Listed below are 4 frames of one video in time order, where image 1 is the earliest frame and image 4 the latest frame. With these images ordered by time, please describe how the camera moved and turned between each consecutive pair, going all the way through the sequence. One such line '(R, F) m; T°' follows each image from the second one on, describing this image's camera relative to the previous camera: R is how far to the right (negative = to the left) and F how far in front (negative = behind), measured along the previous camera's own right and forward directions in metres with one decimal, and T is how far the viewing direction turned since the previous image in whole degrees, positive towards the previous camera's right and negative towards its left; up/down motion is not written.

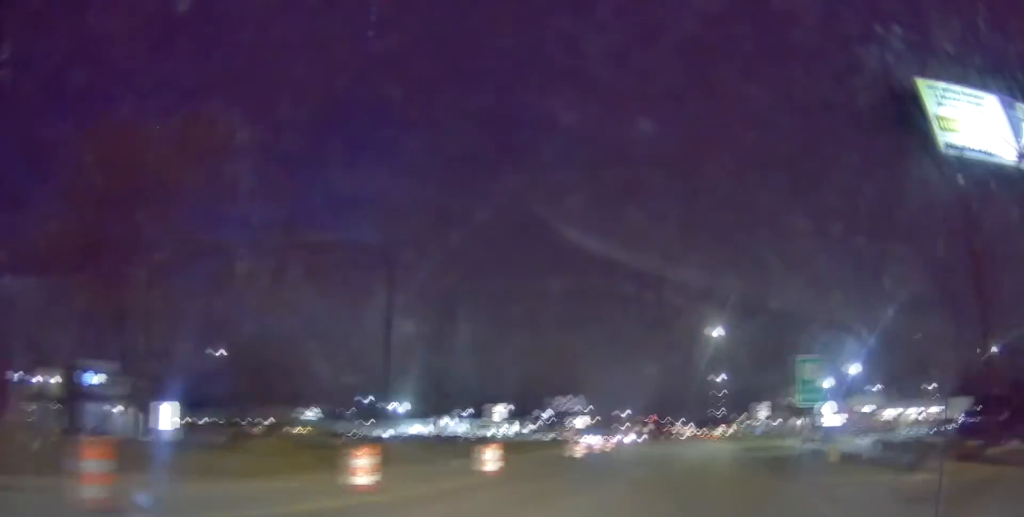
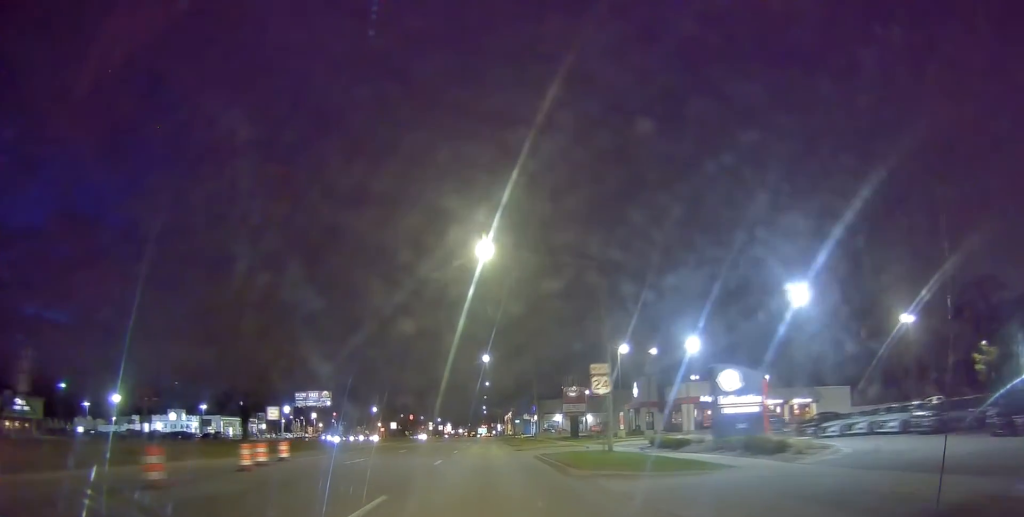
(+3.7, +22.0) m; +12°
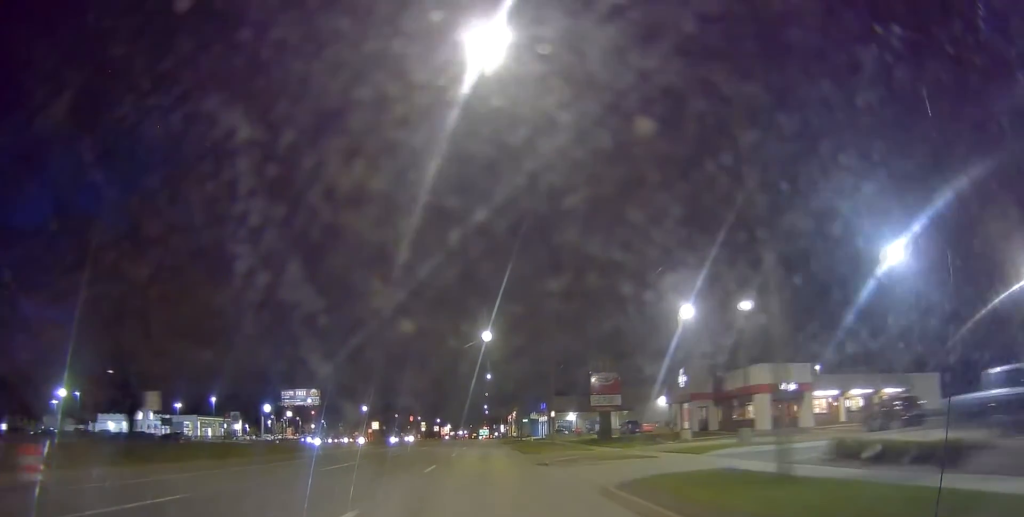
(+0.8, +16.2) m; +4°
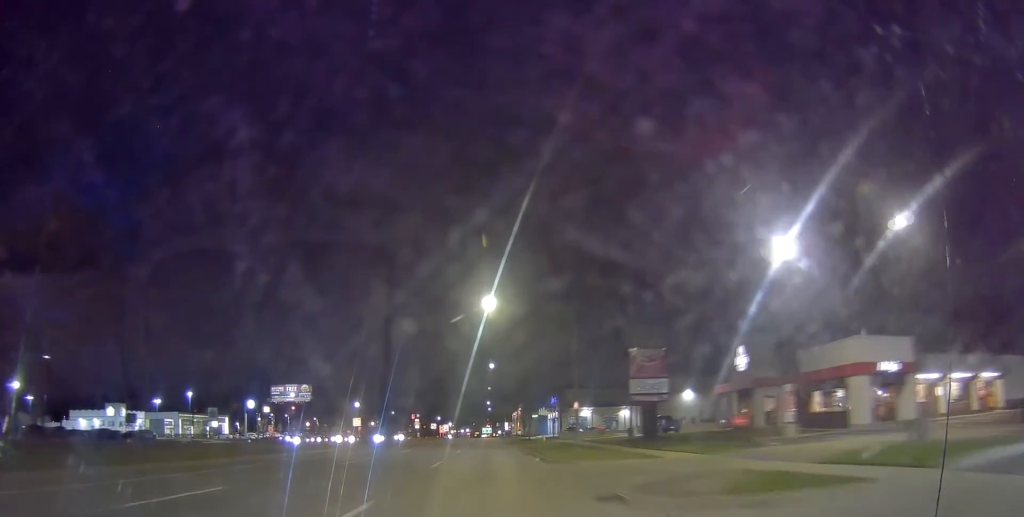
(-0.1, +12.6) m; -1°
